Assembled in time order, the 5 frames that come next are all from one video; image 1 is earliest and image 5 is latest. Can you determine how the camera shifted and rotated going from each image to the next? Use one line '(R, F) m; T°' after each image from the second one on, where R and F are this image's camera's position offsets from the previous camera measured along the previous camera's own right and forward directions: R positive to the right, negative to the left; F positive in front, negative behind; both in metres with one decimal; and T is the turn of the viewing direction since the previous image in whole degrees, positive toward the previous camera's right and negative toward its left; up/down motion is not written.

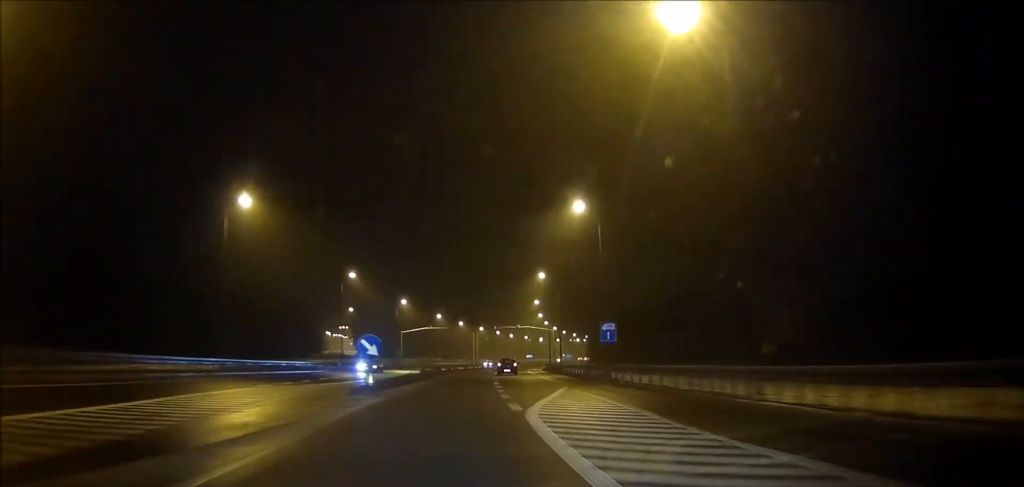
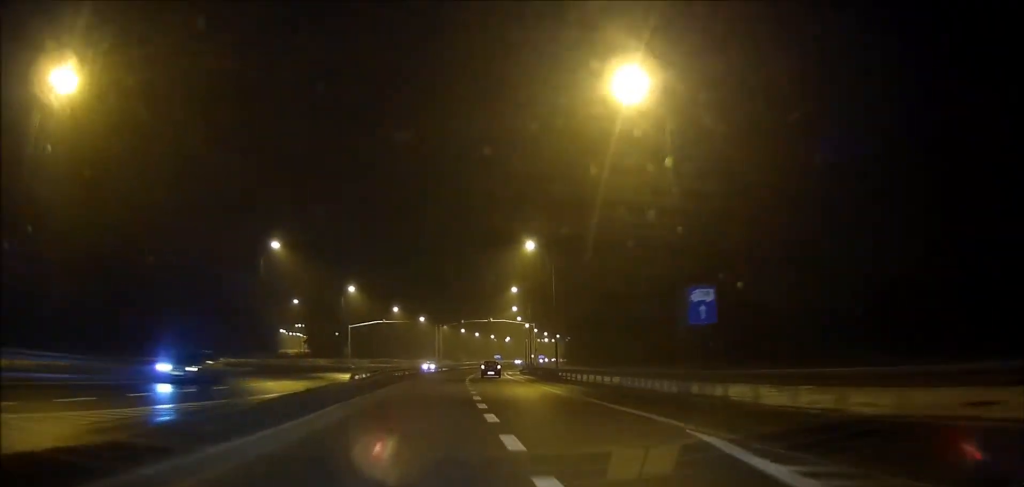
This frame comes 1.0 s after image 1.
(+0.4, +19.8) m; +3°
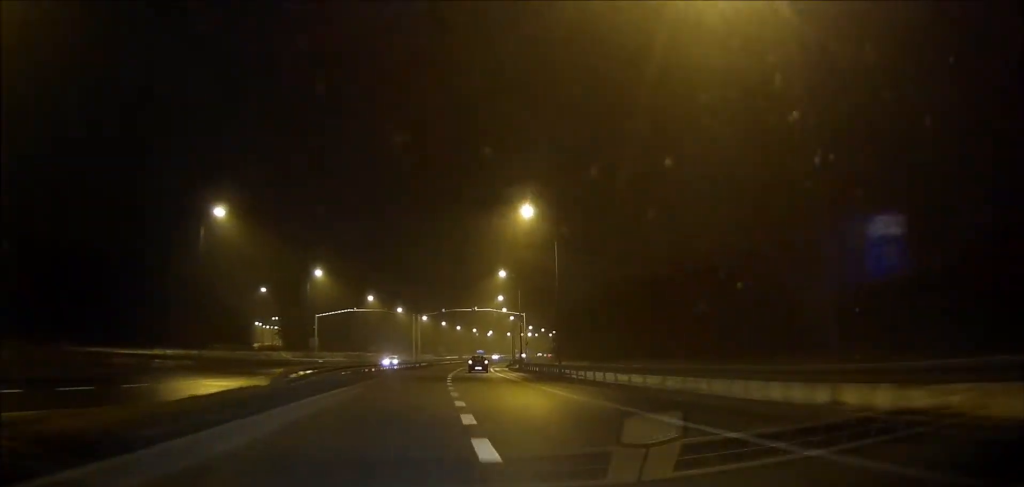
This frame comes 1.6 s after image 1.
(+0.1, +10.3) m; +1°
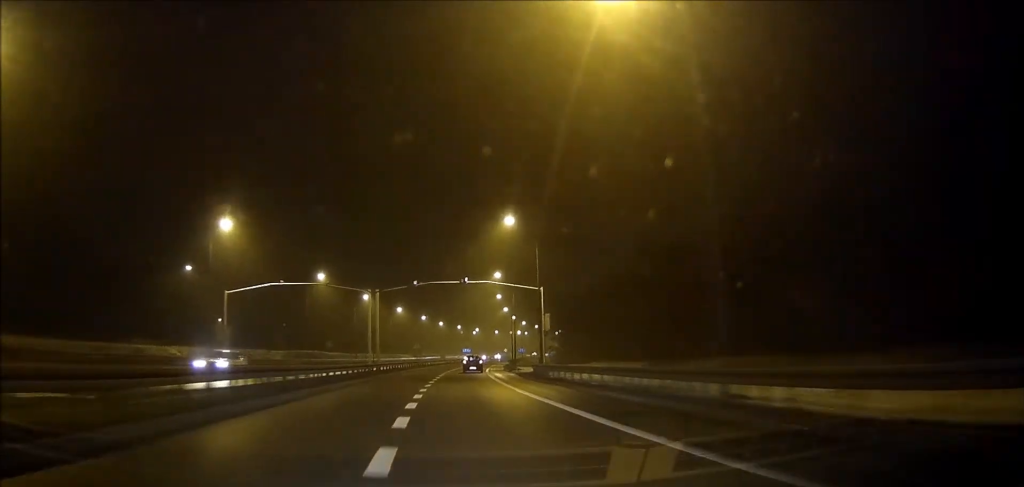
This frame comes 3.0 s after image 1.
(+0.7, +28.1) m; +2°
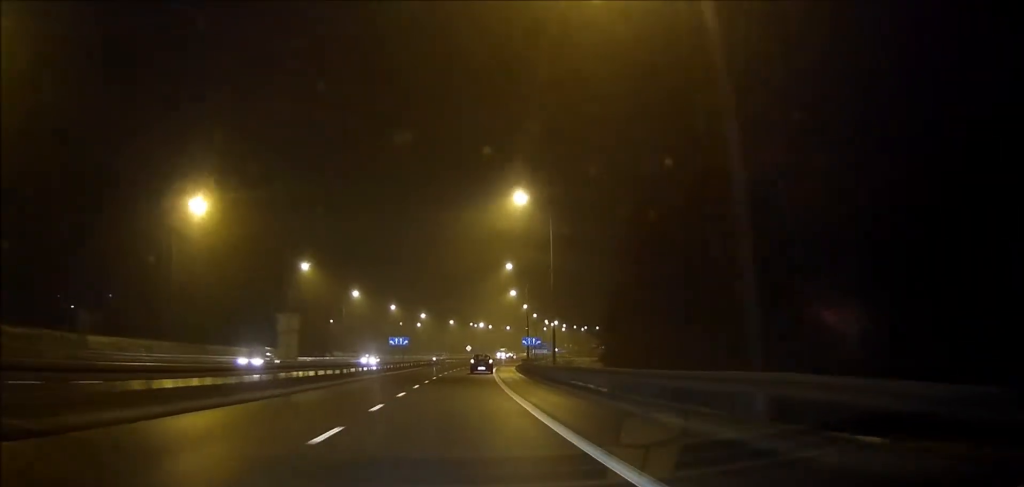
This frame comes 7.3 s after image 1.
(+4.2, +86.4) m; +10°
